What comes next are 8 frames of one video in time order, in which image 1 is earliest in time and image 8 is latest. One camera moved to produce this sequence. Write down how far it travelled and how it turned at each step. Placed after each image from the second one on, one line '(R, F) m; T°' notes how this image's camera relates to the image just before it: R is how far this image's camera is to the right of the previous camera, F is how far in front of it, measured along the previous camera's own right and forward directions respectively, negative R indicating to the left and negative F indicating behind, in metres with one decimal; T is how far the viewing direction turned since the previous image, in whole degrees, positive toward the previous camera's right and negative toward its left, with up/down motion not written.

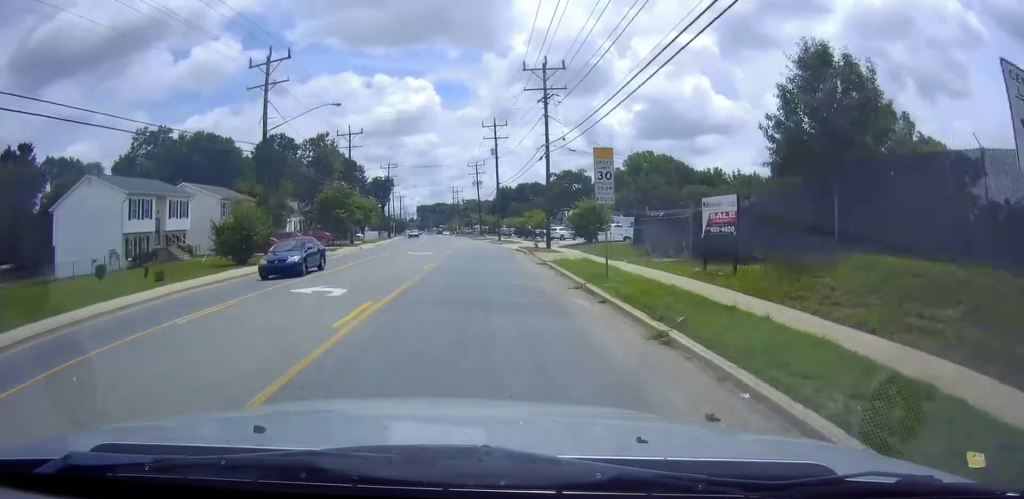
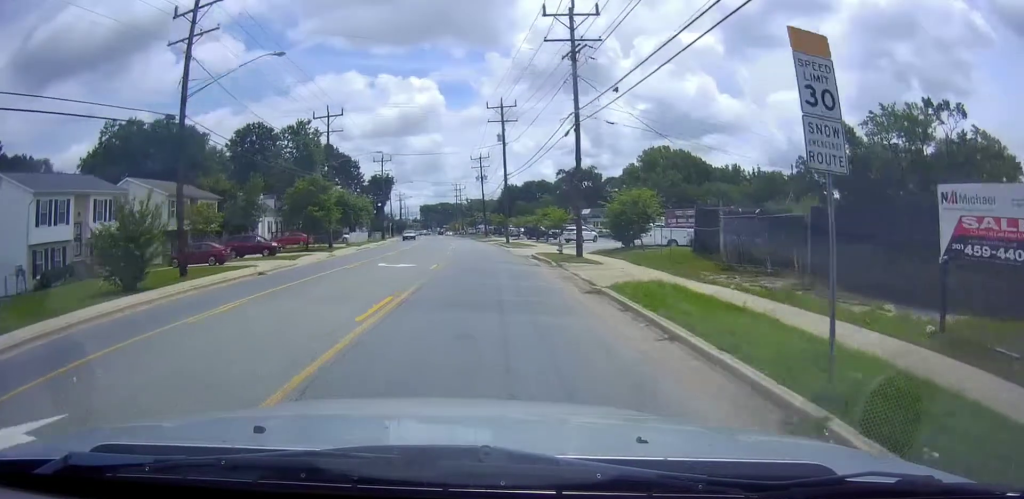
(-0.1, +11.6) m; 0°
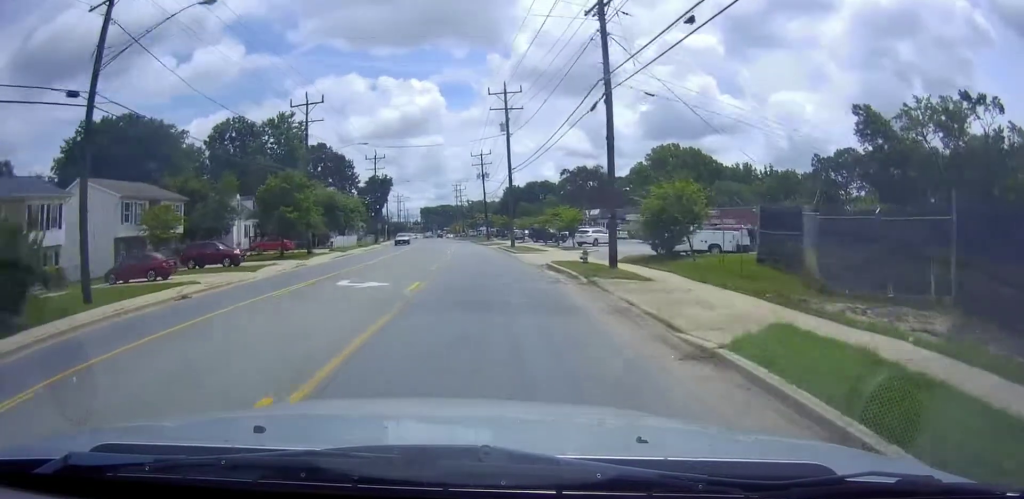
(0.0, +7.3) m; 0°
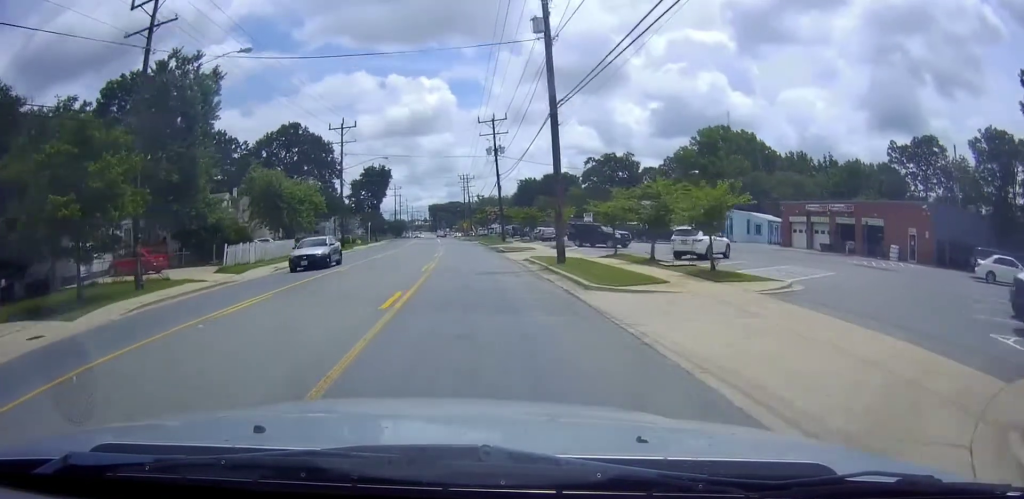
(-0.5, +26.2) m; -2°
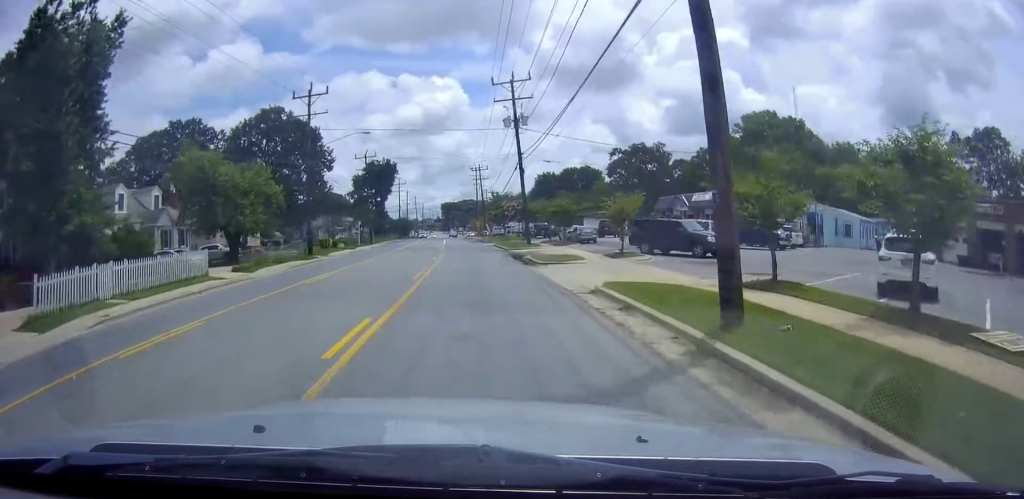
(-0.1, +16.3) m; 0°
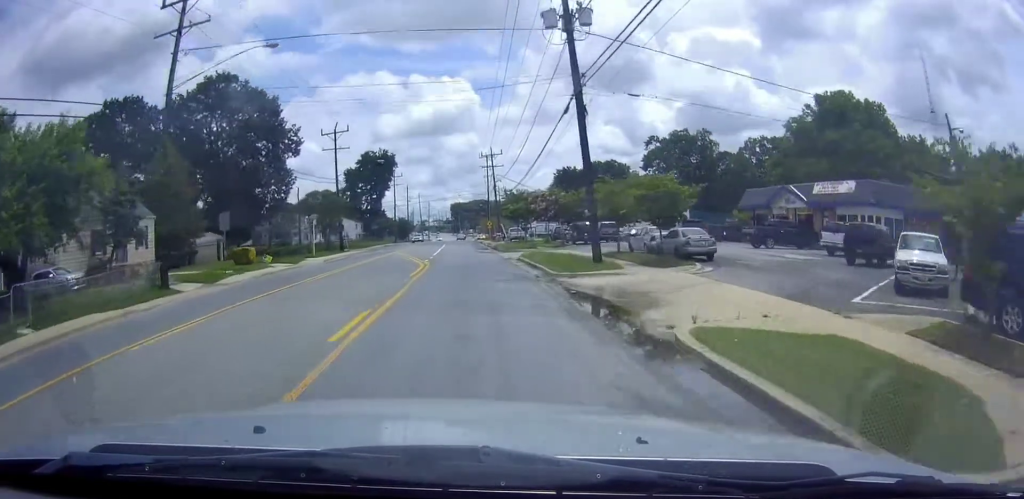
(0.0, +24.1) m; -1°
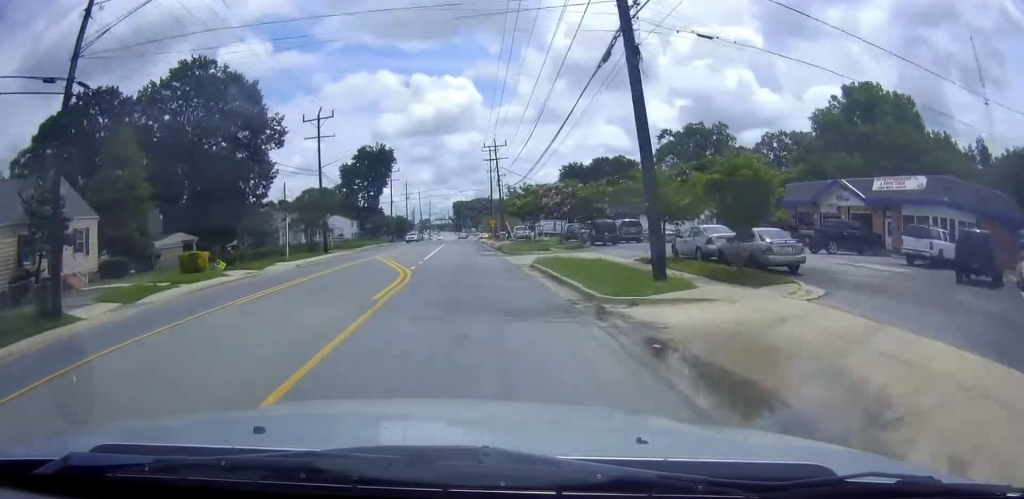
(+0.1, +7.5) m; -1°
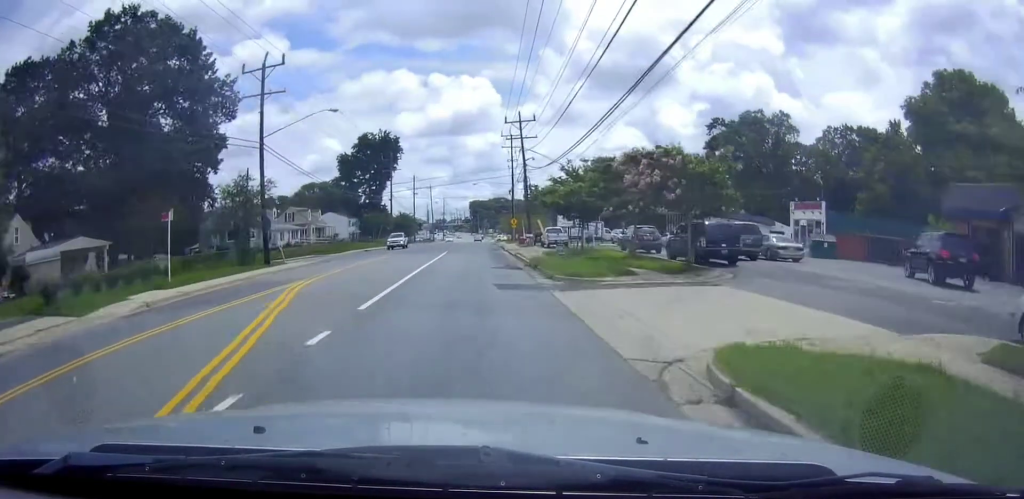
(-0.3, +18.7) m; 0°
